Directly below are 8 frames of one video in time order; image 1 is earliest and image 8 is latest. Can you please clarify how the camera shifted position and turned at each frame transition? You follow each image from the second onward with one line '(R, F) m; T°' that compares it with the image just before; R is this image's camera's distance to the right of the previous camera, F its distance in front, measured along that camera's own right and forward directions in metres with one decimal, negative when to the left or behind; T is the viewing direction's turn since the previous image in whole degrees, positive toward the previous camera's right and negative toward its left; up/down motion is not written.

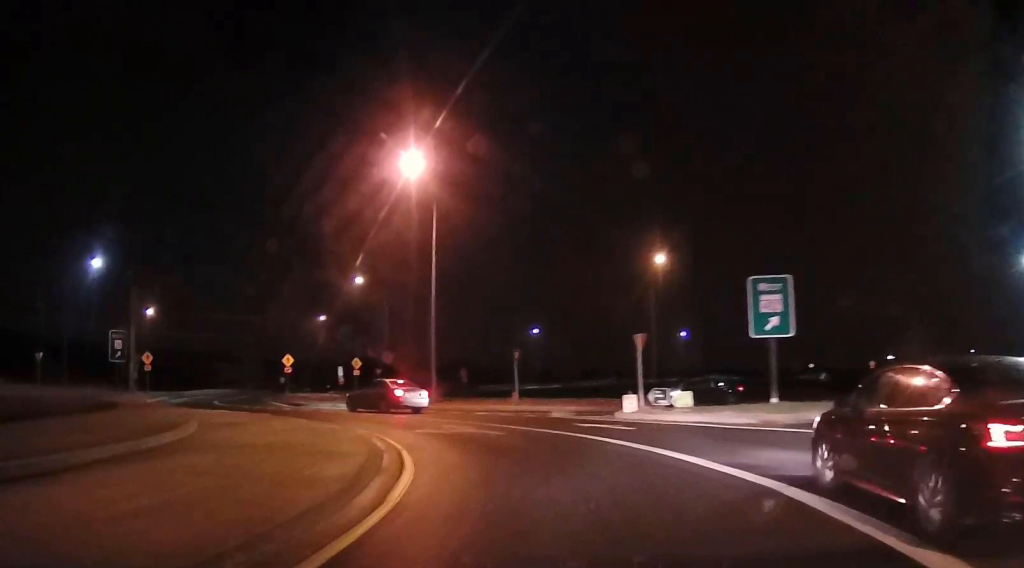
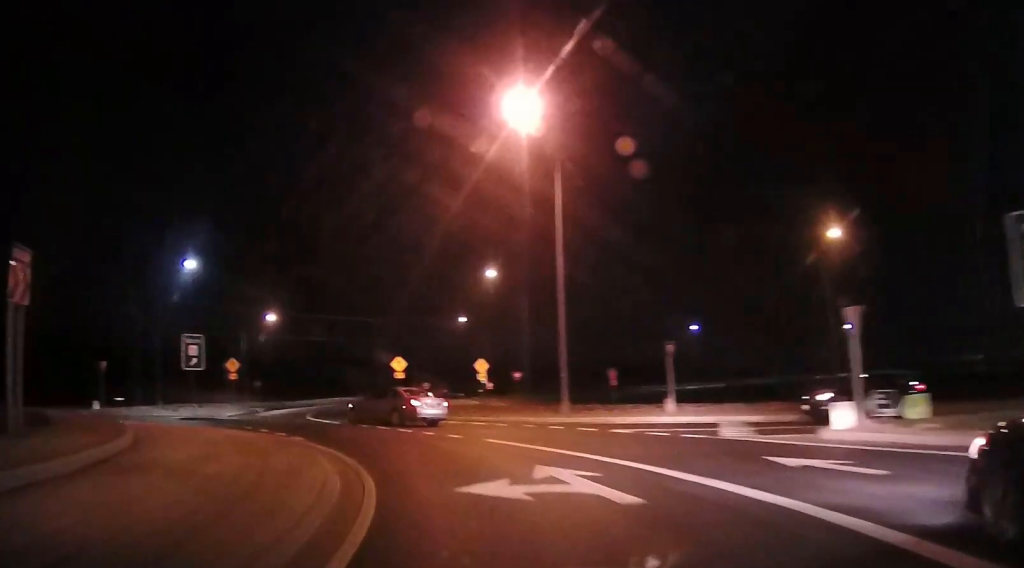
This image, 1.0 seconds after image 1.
(-0.4, +7.5) m; -12°
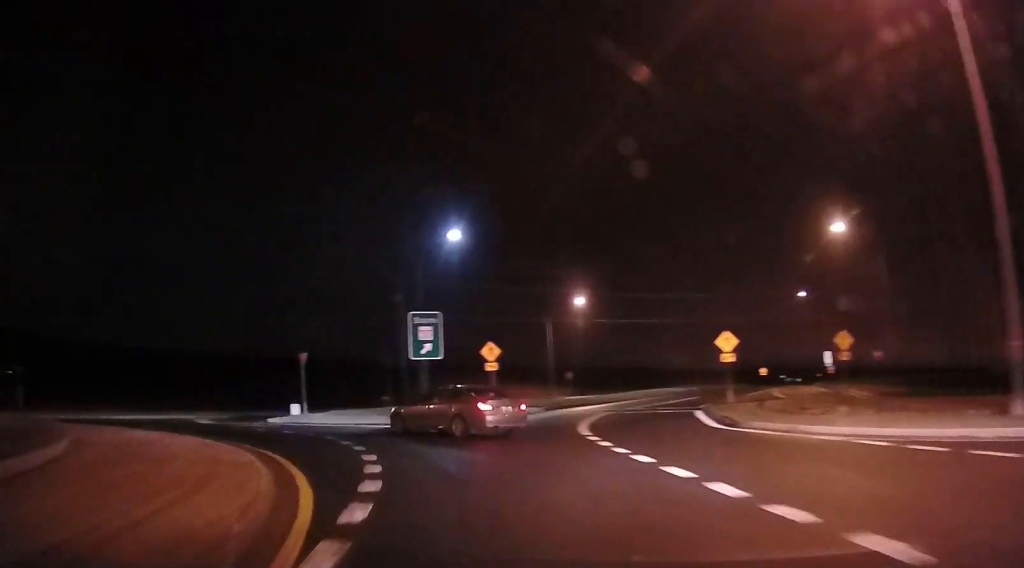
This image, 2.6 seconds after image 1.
(-3.2, +12.4) m; -27°
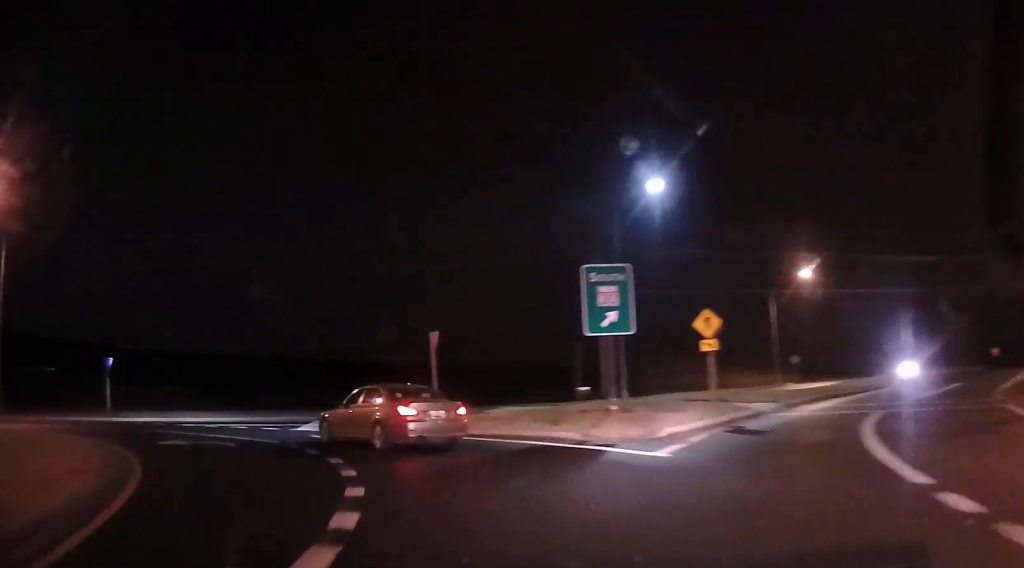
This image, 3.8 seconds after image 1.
(-2.0, +8.9) m; -31°
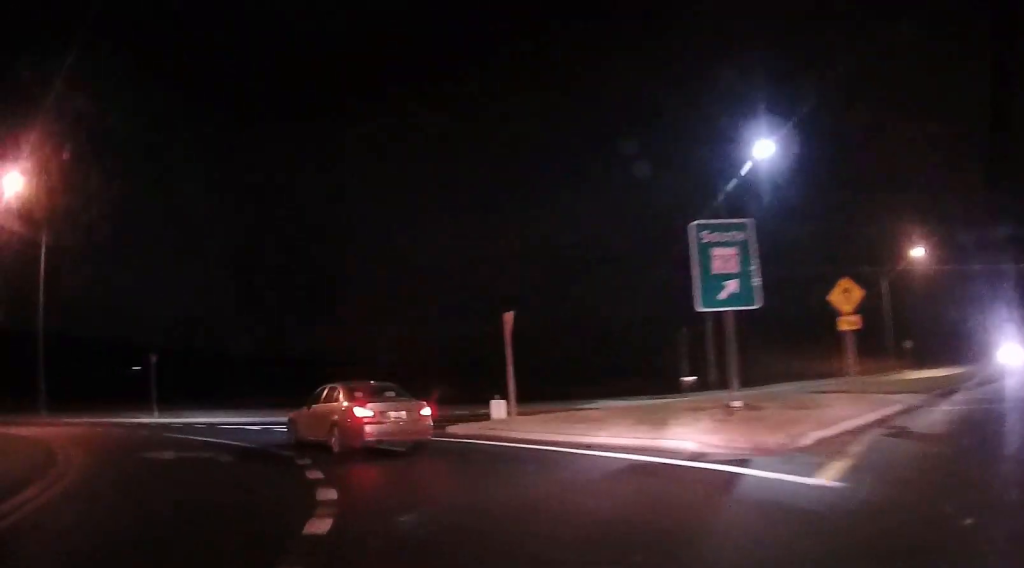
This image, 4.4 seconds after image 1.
(-1.0, +4.2) m; -12°
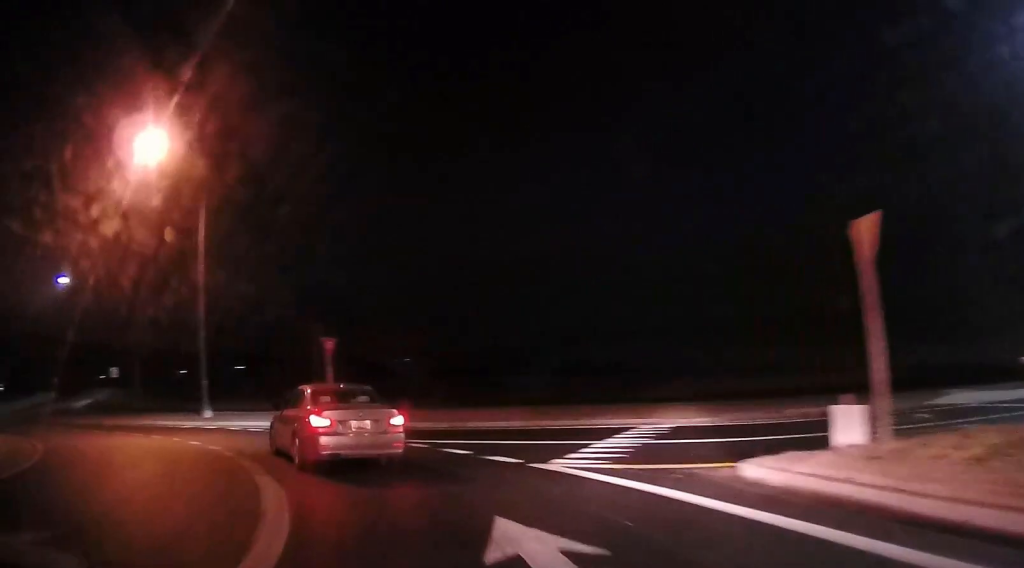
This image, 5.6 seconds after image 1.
(-0.4, +9.9) m; -2°
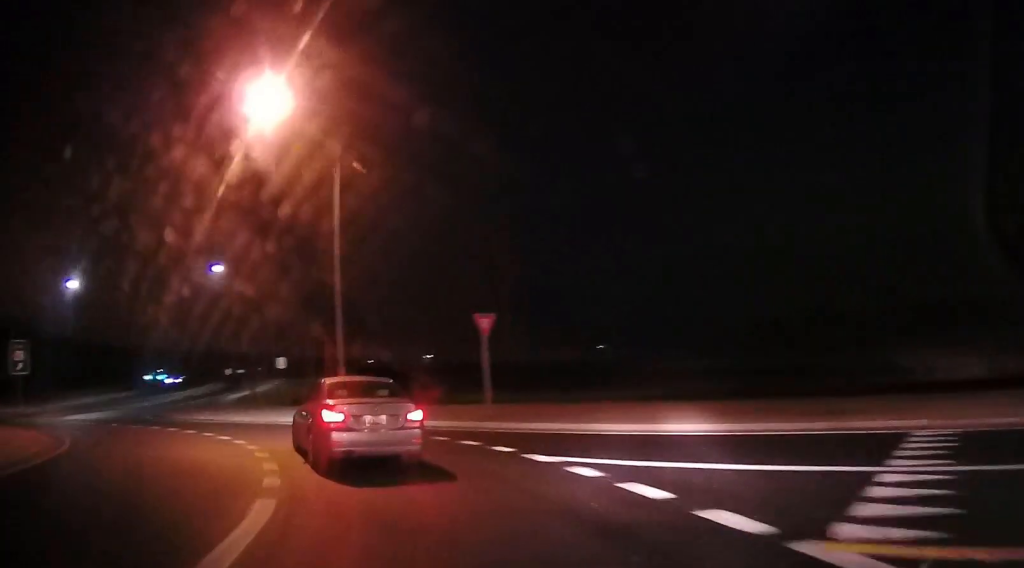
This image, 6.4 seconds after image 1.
(0.0, +5.9) m; -1°
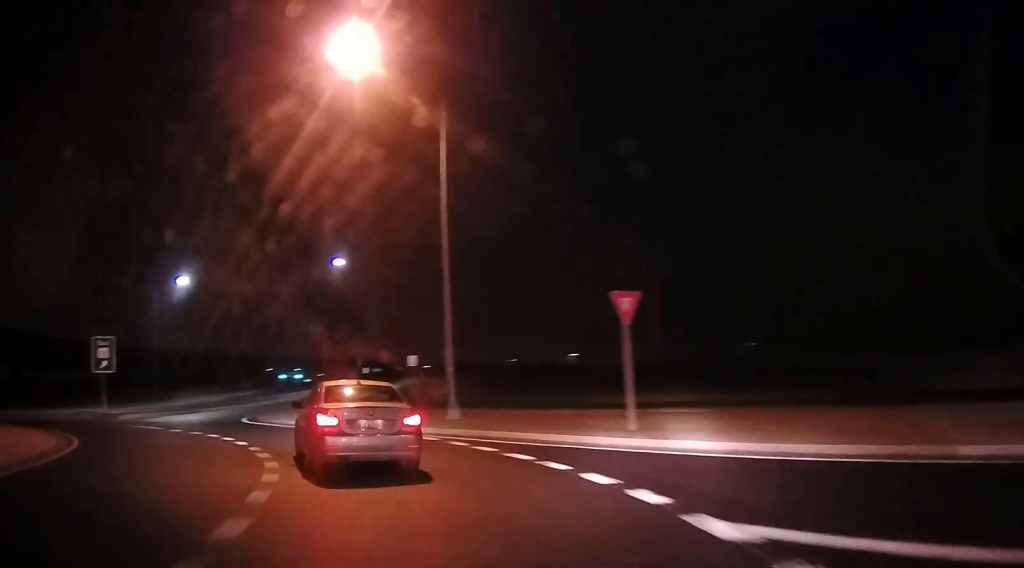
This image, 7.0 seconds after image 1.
(-0.1, +4.6) m; -14°
